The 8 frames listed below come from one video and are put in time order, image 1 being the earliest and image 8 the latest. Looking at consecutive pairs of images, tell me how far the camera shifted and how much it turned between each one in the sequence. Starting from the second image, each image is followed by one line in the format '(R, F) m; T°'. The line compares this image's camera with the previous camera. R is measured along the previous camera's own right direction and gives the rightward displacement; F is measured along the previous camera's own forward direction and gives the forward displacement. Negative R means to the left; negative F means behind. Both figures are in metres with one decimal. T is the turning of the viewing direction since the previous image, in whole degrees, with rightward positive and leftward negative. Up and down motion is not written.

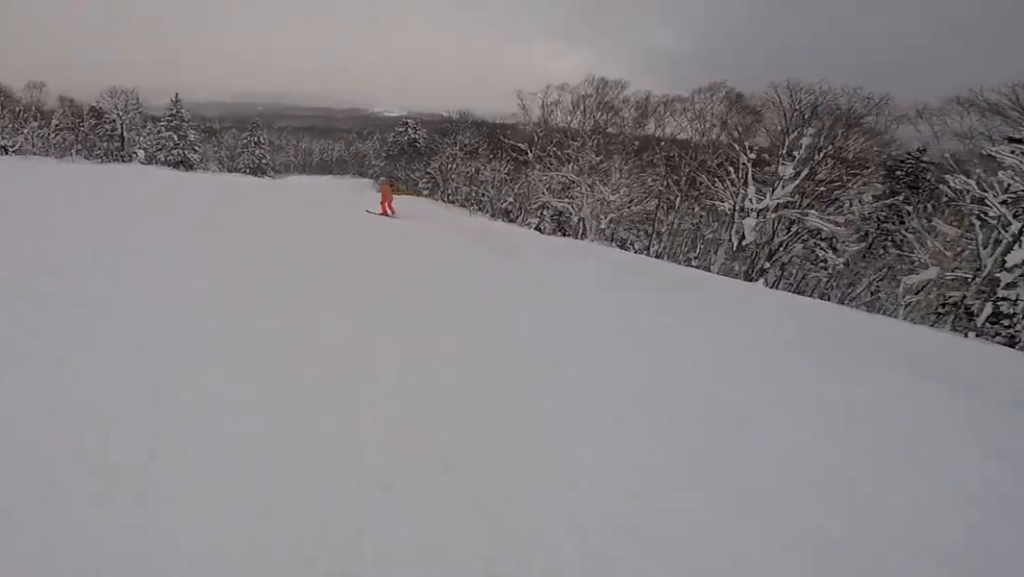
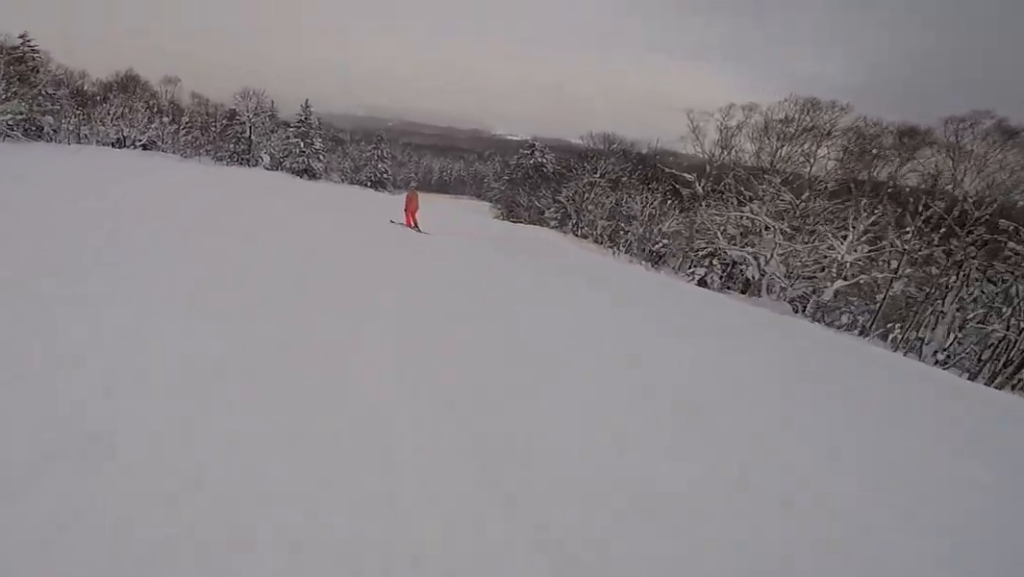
(-0.2, +5.9) m; -9°
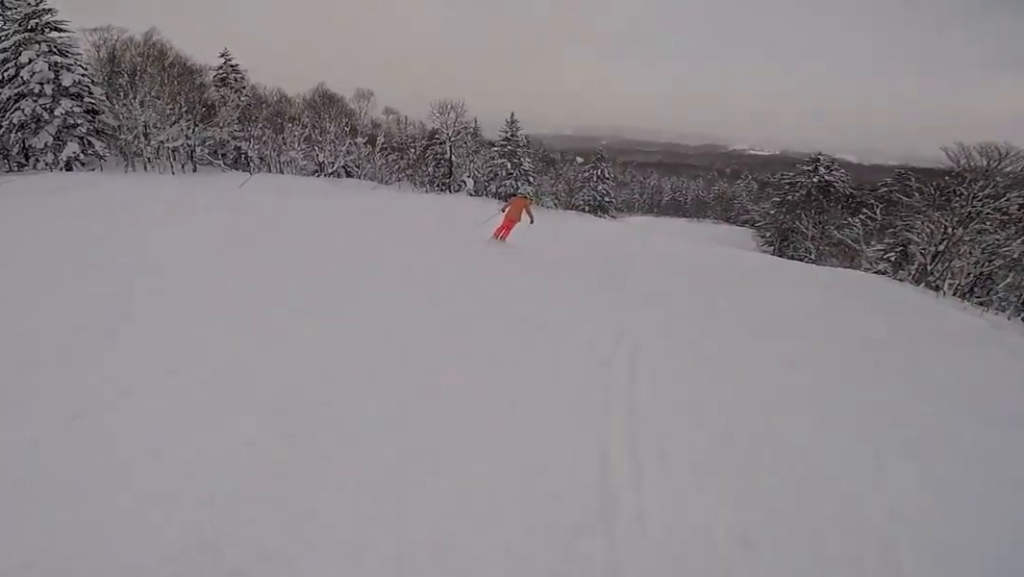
(-1.4, +10.6) m; -2°
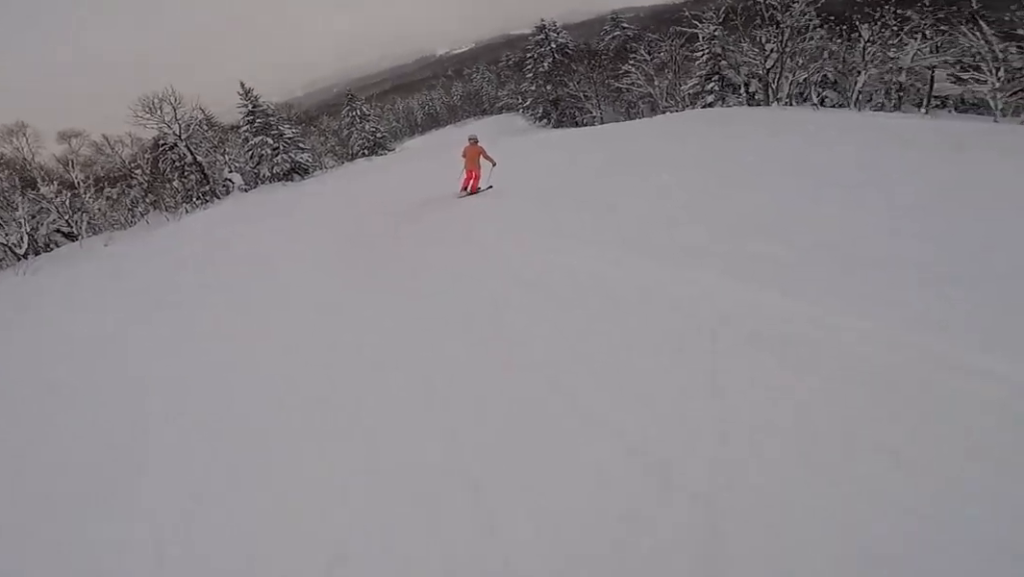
(+0.6, +12.1) m; +17°
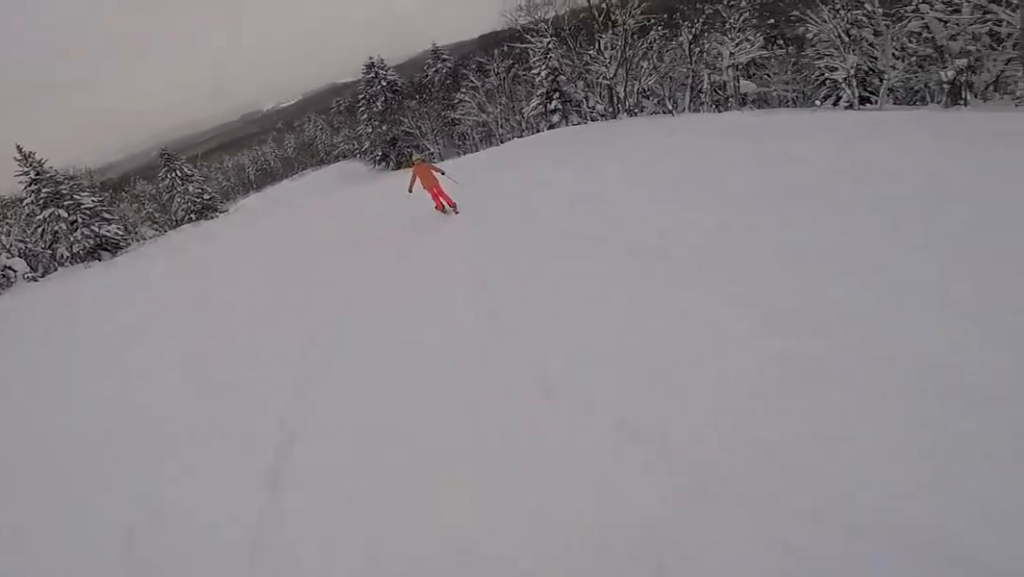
(+1.5, +6.3) m; +11°
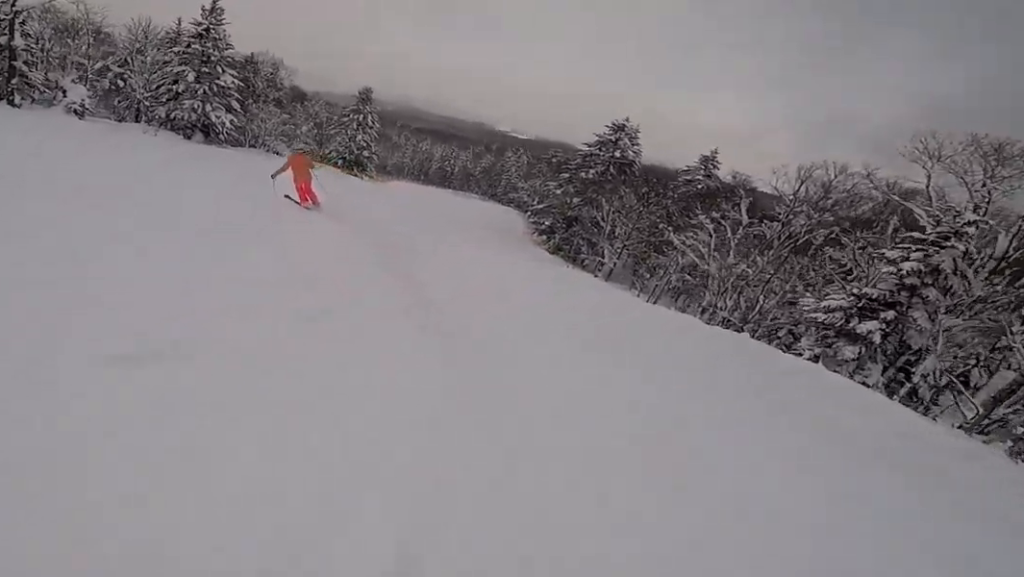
(0.0, +14.0) m; -14°
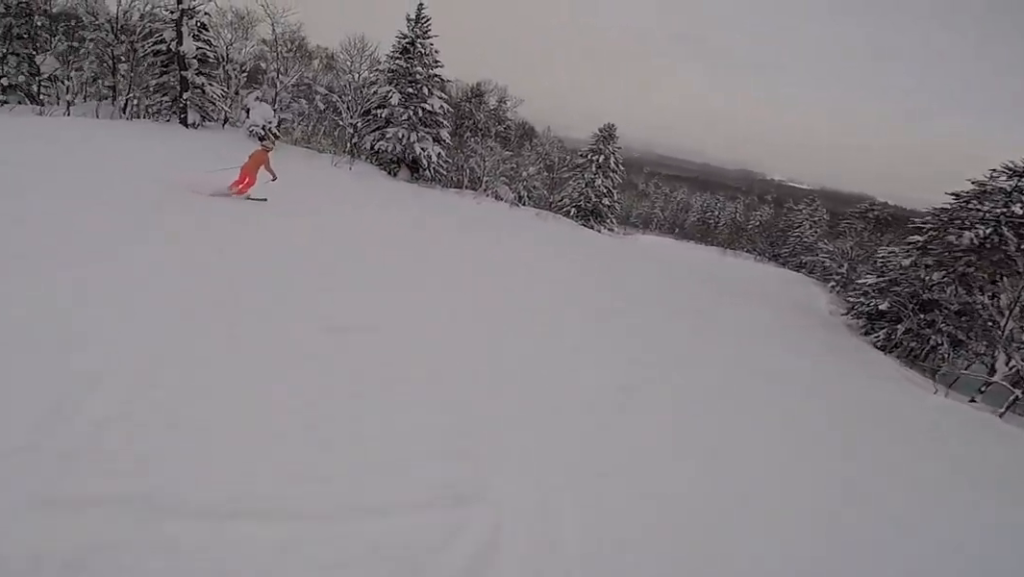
(-2.3, +10.9) m; -19°
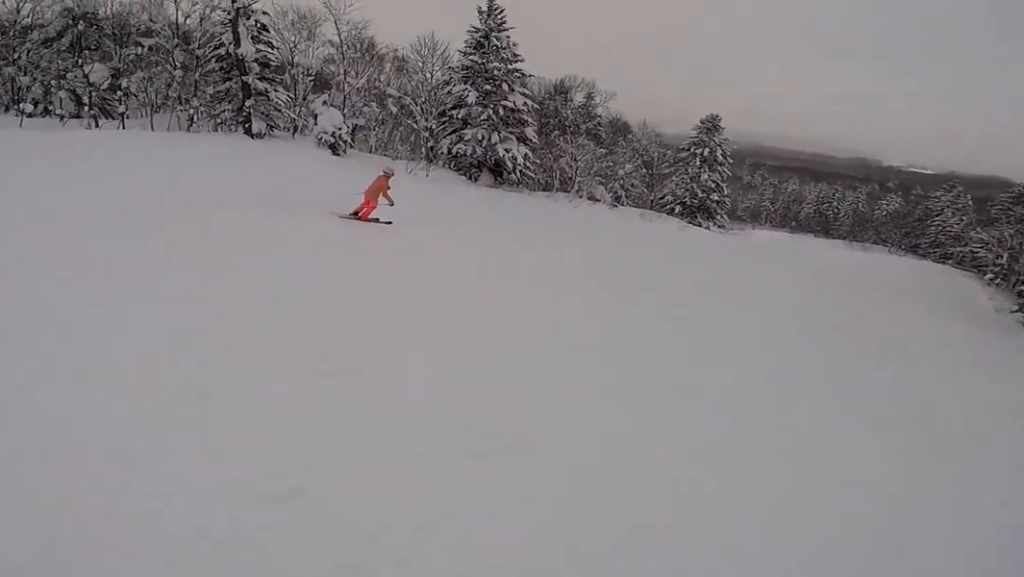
(-0.5, +3.5) m; -3°
